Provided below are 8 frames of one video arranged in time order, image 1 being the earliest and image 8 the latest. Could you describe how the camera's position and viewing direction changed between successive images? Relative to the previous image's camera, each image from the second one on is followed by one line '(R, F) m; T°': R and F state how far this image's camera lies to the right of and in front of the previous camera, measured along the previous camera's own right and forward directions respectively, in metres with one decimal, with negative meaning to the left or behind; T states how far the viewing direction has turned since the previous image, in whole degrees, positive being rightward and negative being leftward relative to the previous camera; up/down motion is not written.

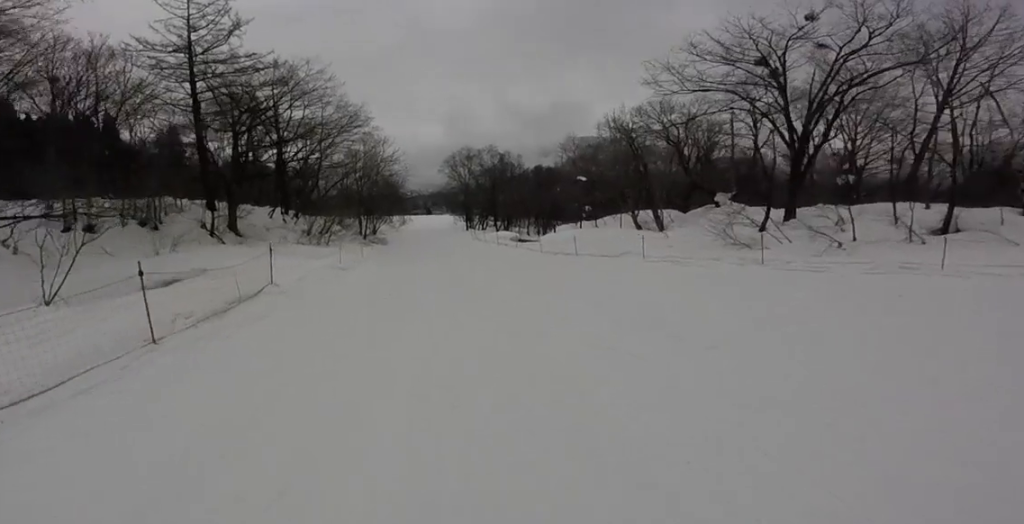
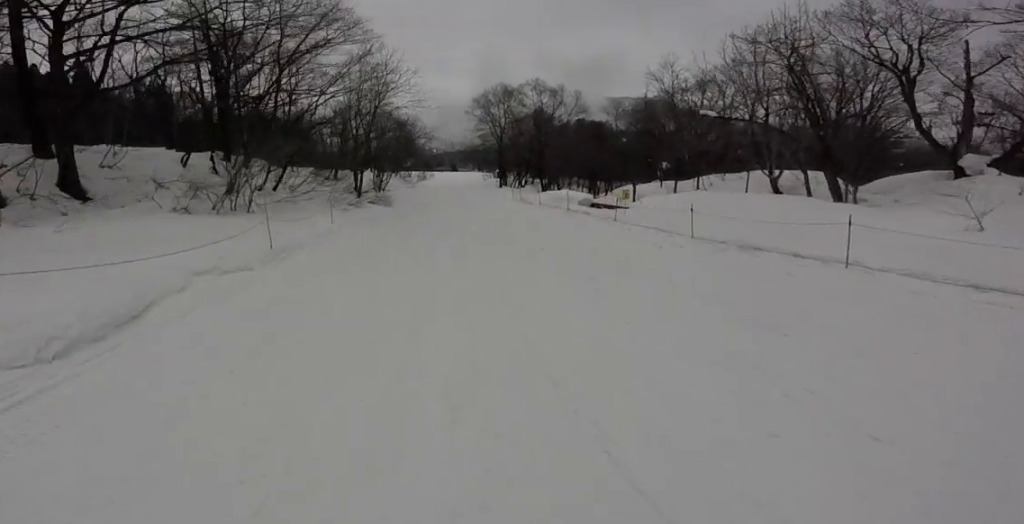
(0.0, +15.2) m; +4°
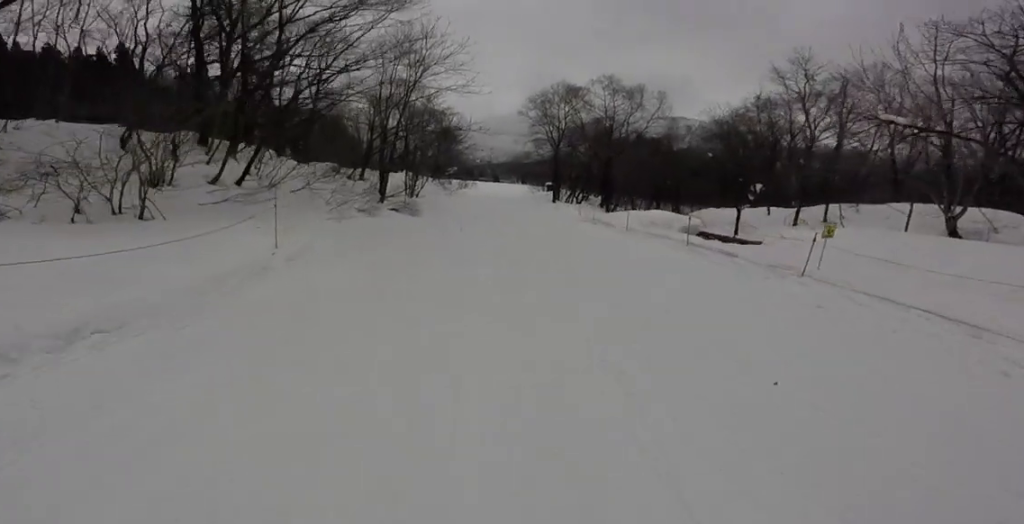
(+1.0, +7.7) m; +7°
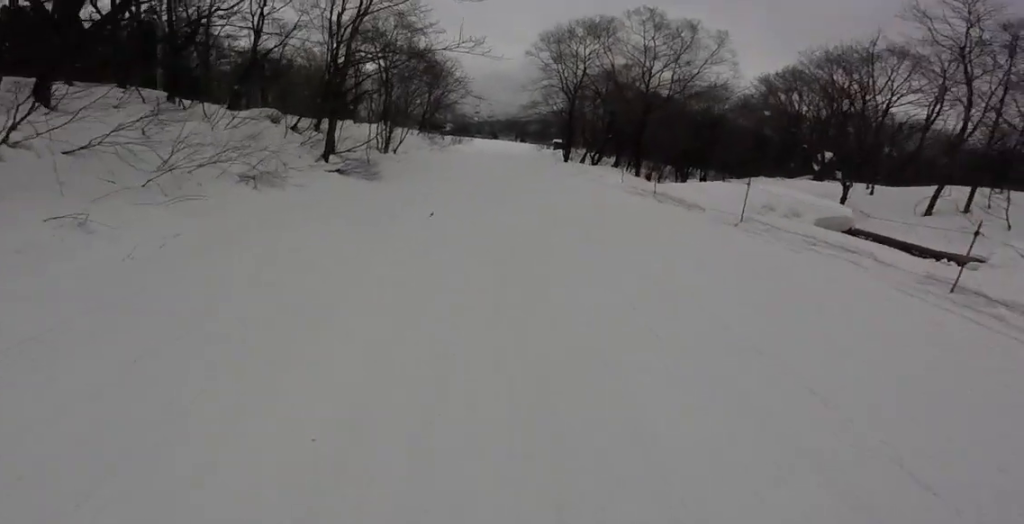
(0.0, +9.0) m; 0°
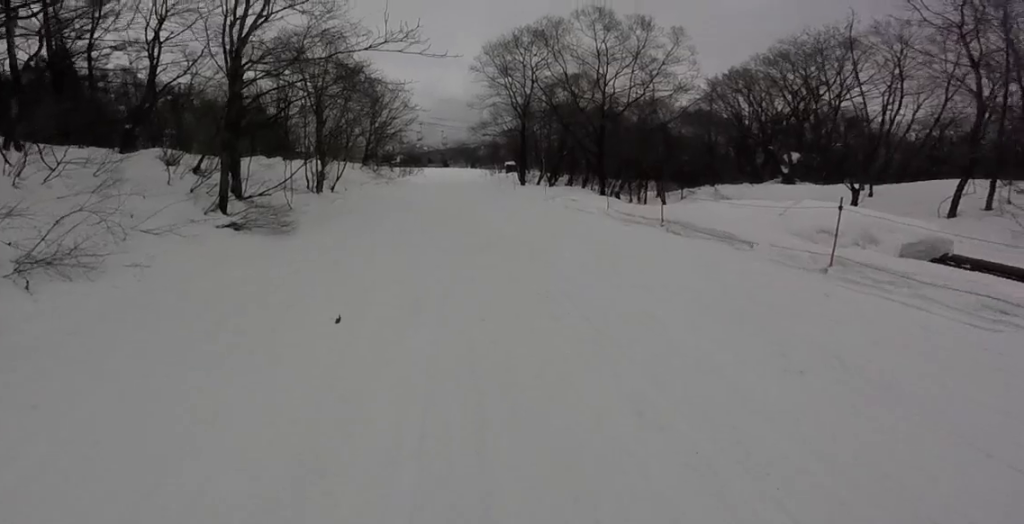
(0.0, +4.6) m; 0°
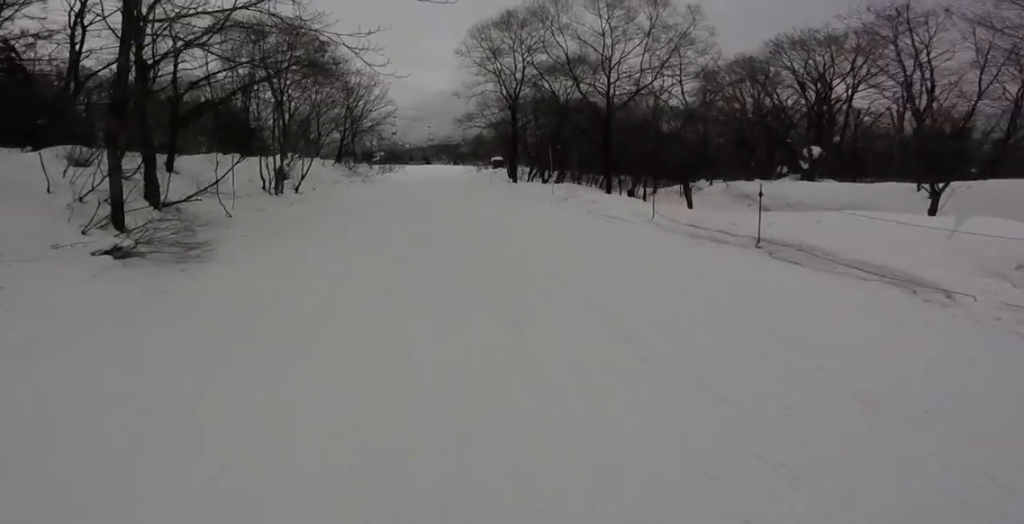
(0.0, +4.2) m; -6°
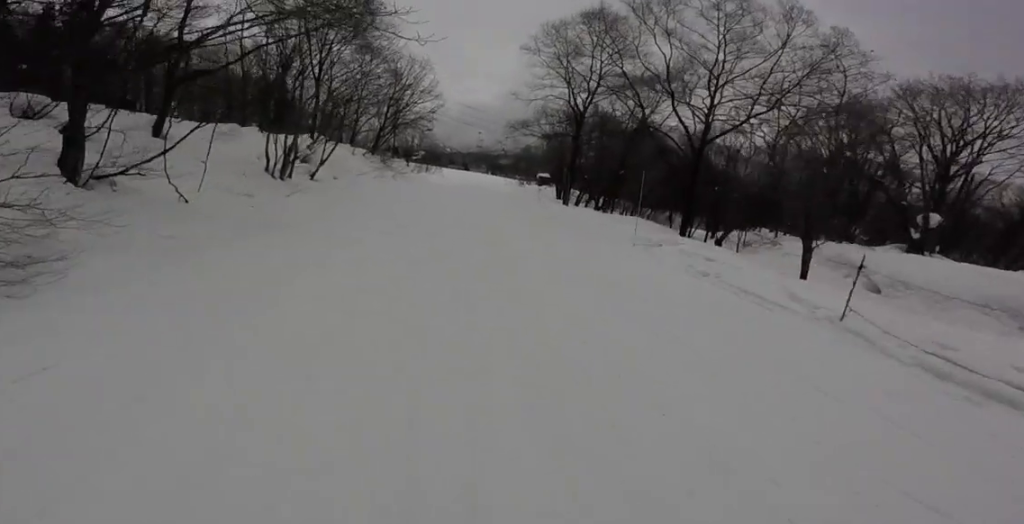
(0.0, +4.7) m; -7°
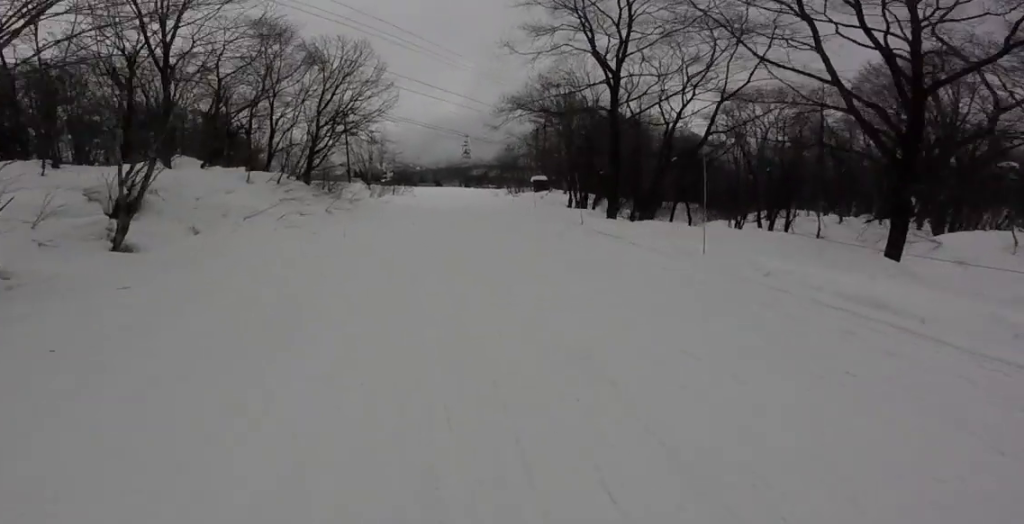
(-2.2, +12.8) m; -20°
